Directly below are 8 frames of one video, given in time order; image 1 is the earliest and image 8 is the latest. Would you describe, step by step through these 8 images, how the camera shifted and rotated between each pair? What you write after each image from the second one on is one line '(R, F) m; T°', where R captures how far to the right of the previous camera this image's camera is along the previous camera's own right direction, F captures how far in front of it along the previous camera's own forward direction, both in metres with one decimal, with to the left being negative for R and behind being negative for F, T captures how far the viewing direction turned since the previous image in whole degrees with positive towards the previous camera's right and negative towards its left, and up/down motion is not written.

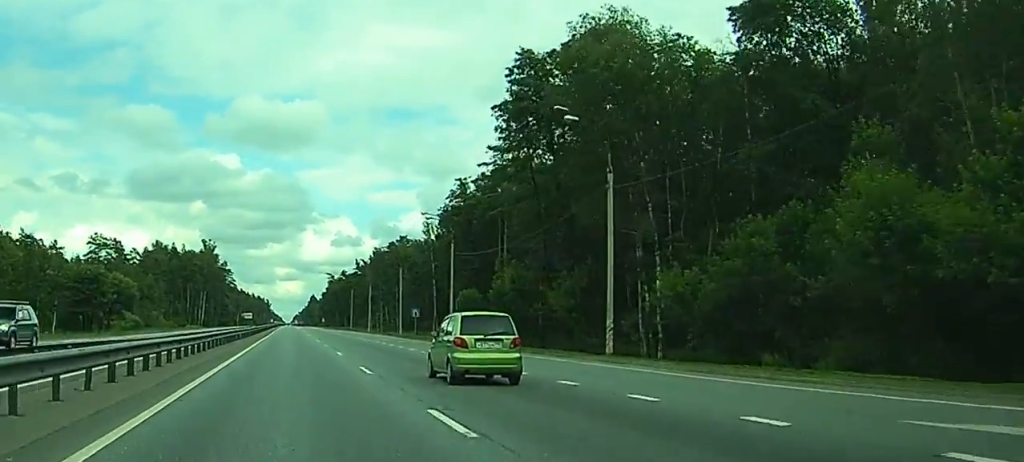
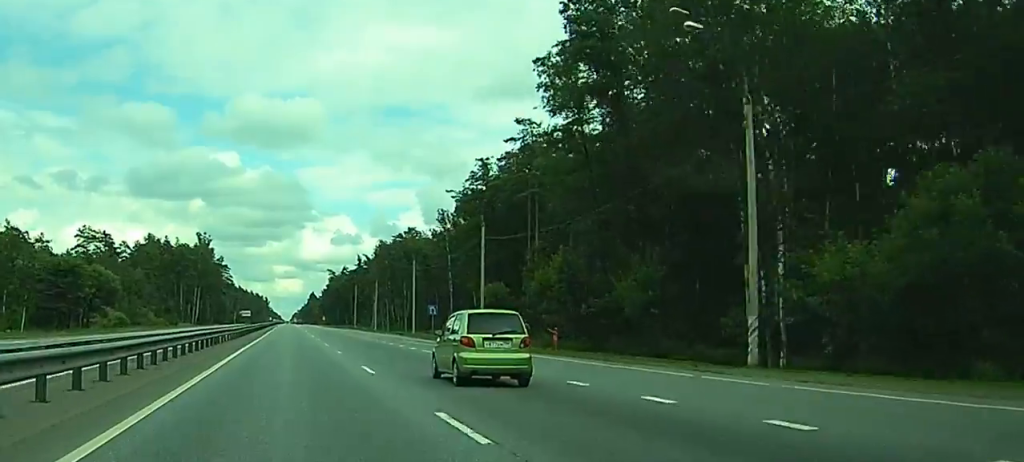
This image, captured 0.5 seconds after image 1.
(0.0, +12.6) m; 0°
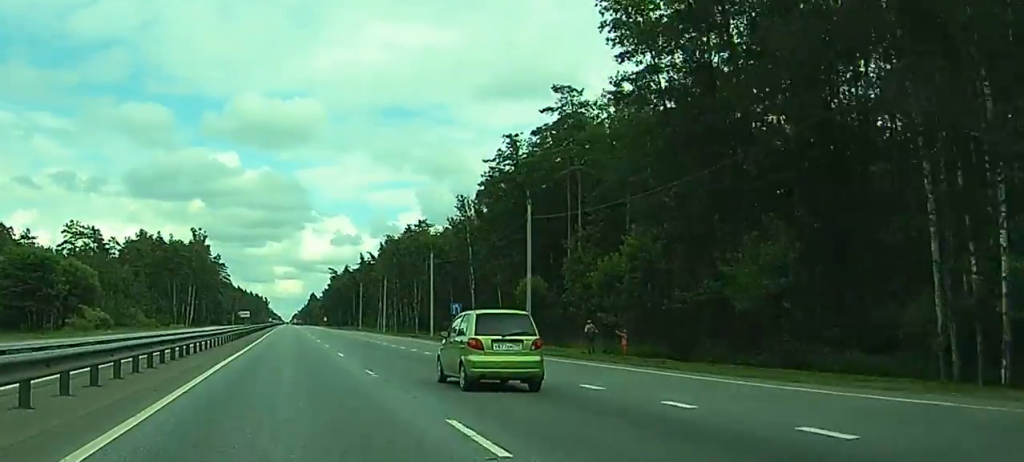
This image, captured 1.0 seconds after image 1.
(0.0, +12.6) m; 0°
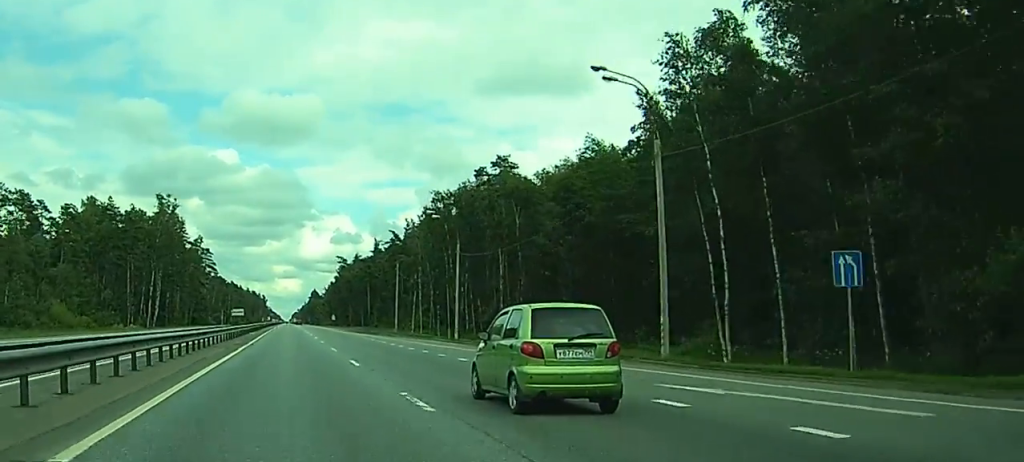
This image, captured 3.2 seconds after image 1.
(-0.1, +55.7) m; -1°
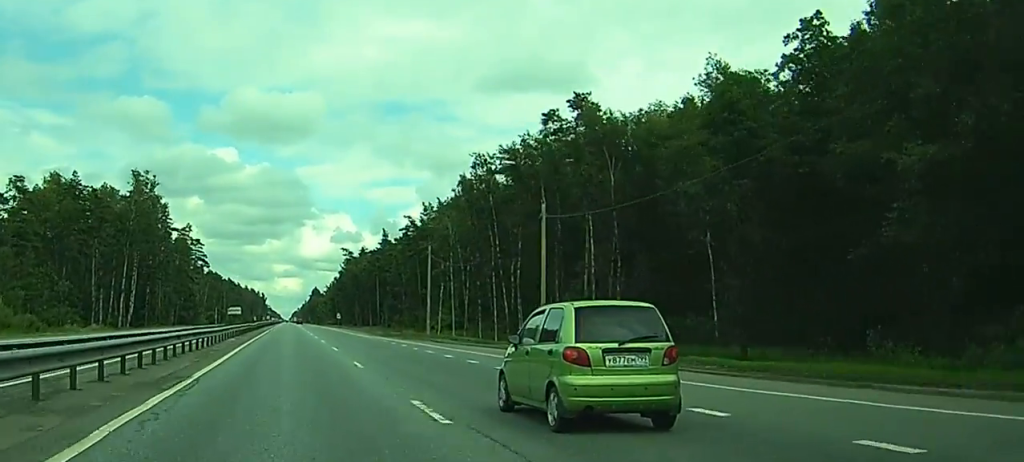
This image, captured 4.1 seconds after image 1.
(-0.1, +25.1) m; 0°
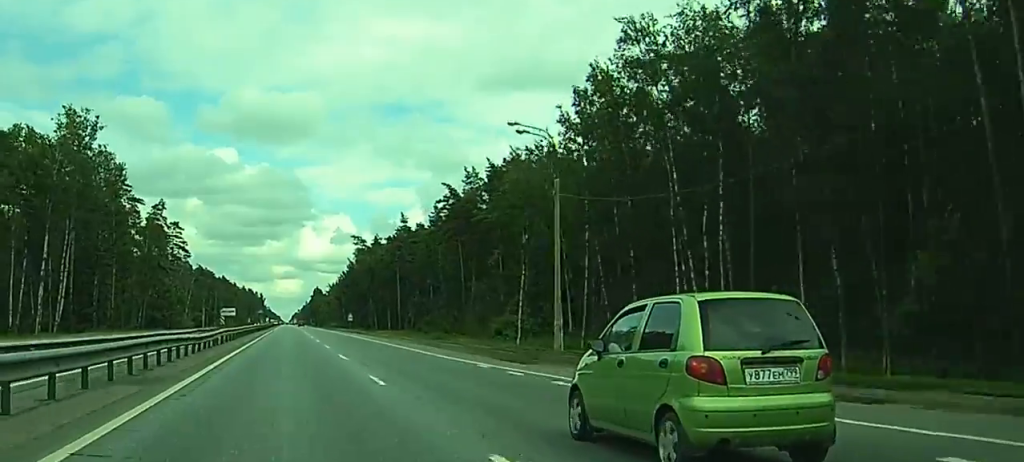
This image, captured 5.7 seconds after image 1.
(-0.1, +41.0) m; 0°
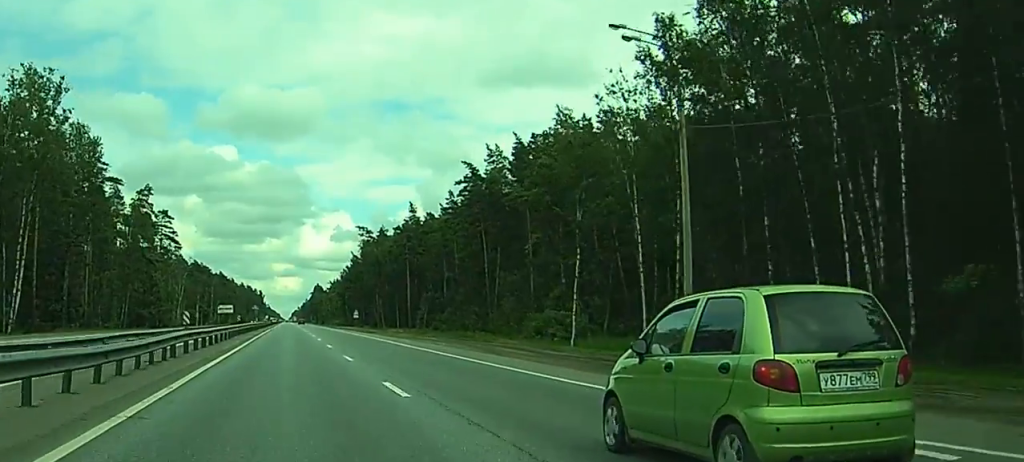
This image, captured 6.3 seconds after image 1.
(+0.1, +15.0) m; 0°
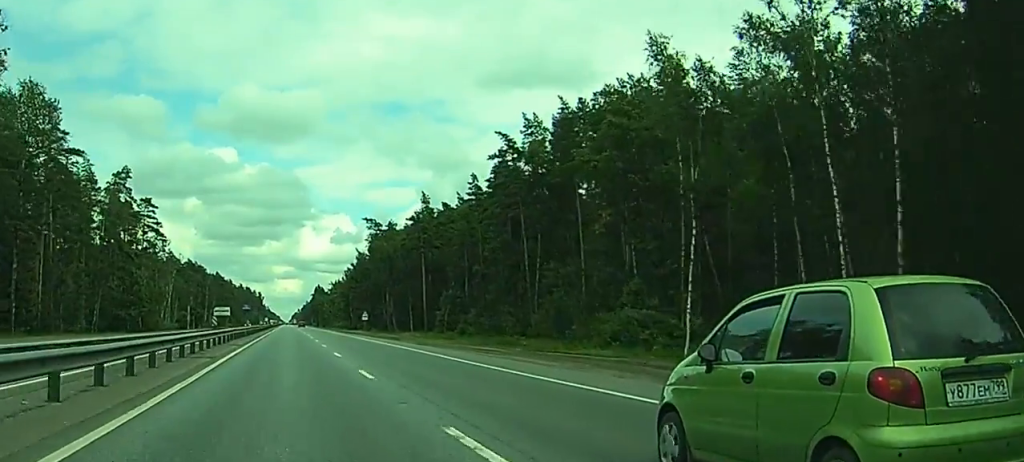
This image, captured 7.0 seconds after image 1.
(+0.1, +18.6) m; 0°
